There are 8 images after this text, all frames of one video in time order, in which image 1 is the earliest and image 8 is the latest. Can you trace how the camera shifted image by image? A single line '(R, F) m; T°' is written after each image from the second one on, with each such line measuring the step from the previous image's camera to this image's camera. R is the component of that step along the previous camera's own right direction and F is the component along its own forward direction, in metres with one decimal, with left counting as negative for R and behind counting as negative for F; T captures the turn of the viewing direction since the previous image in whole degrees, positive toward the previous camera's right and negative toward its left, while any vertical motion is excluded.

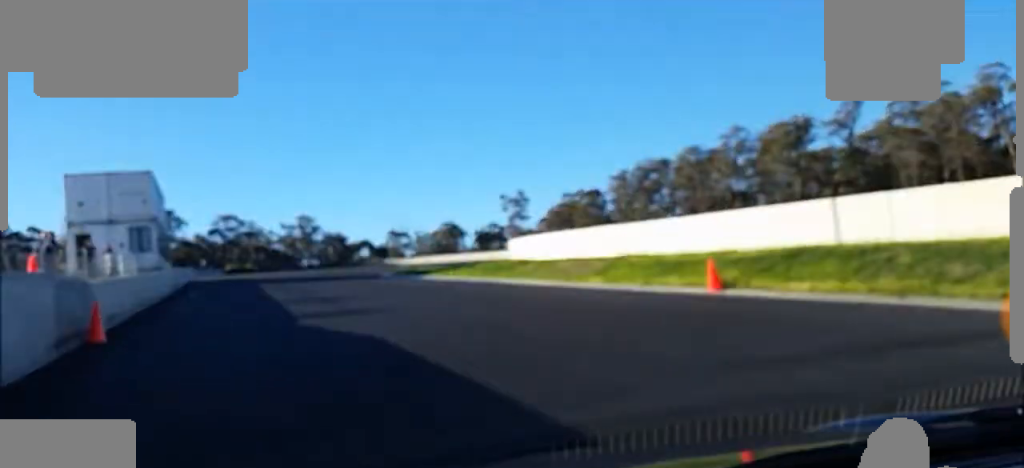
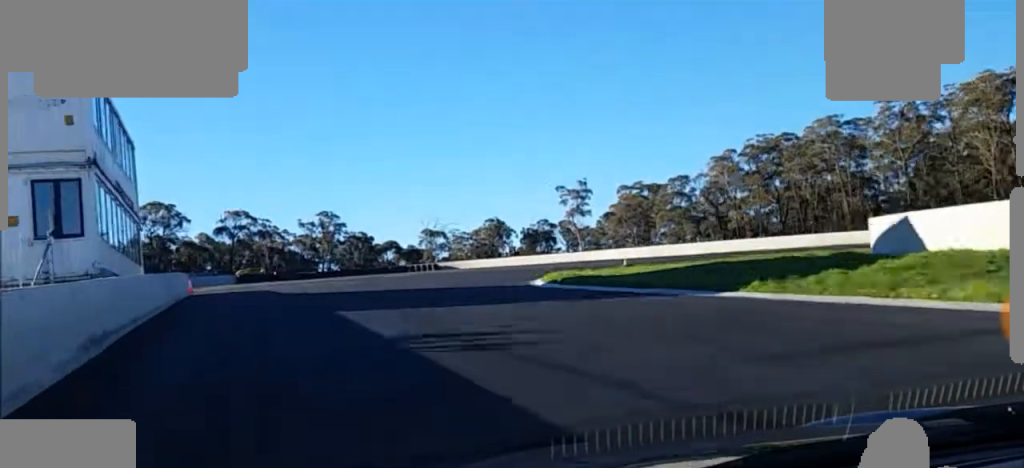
(-0.2, +30.8) m; +2°
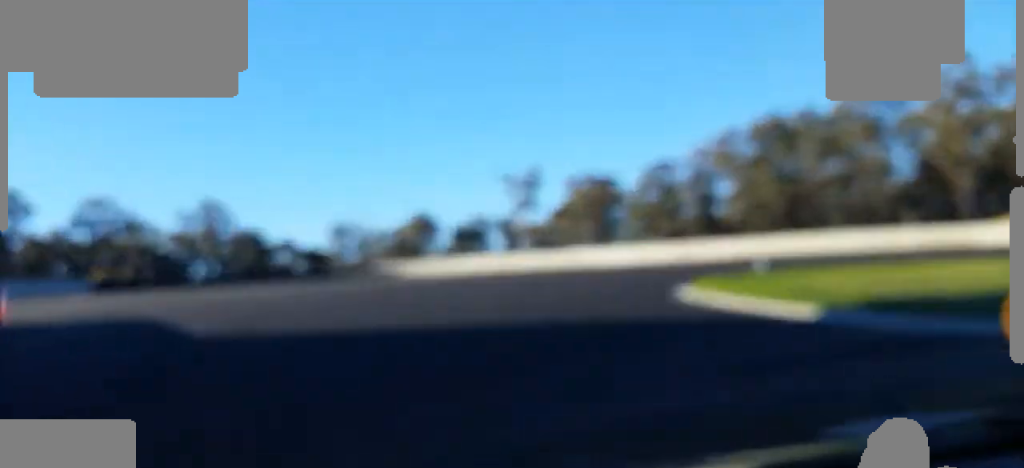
(+0.3, +21.3) m; +8°
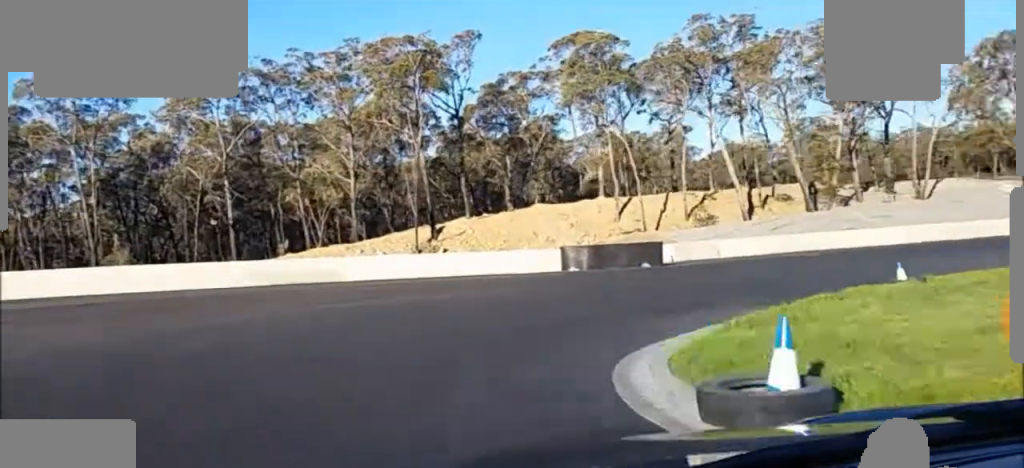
(+9.5, +32.4) m; +59°
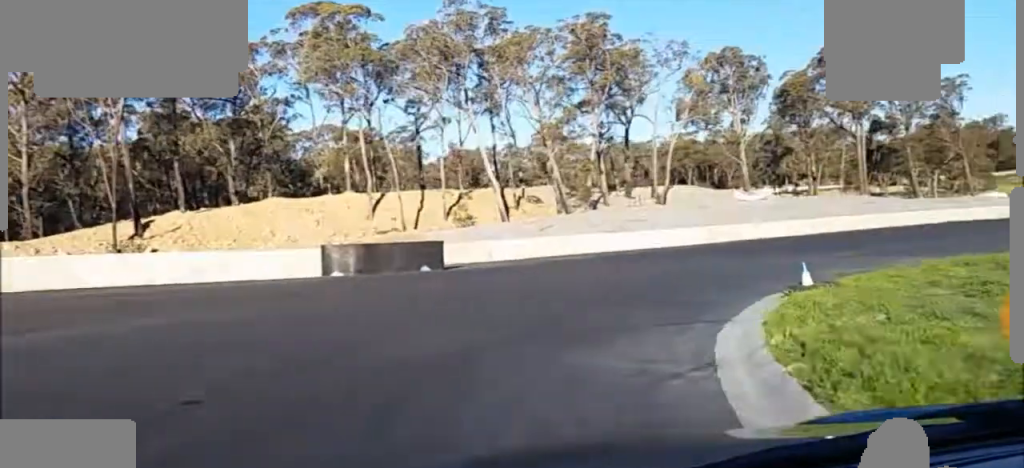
(+4.0, +7.7) m; +24°
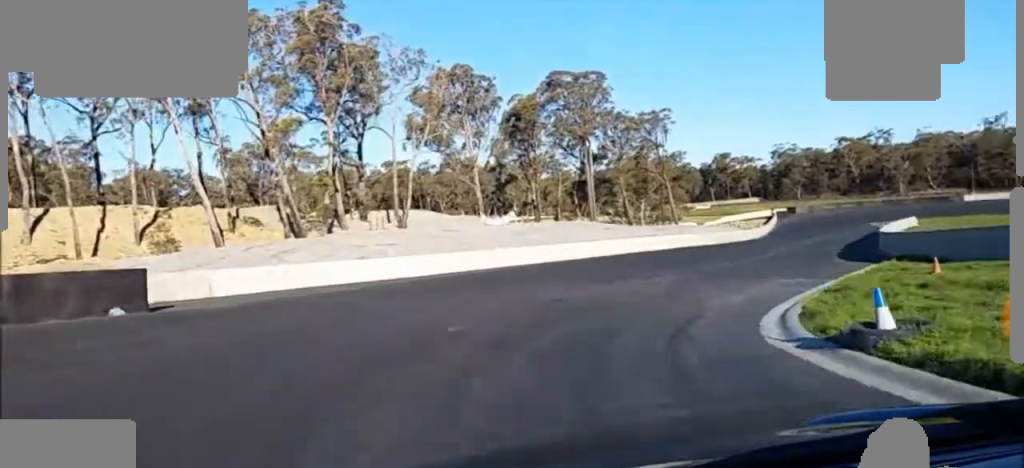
(+1.9, +9.0) m; +21°
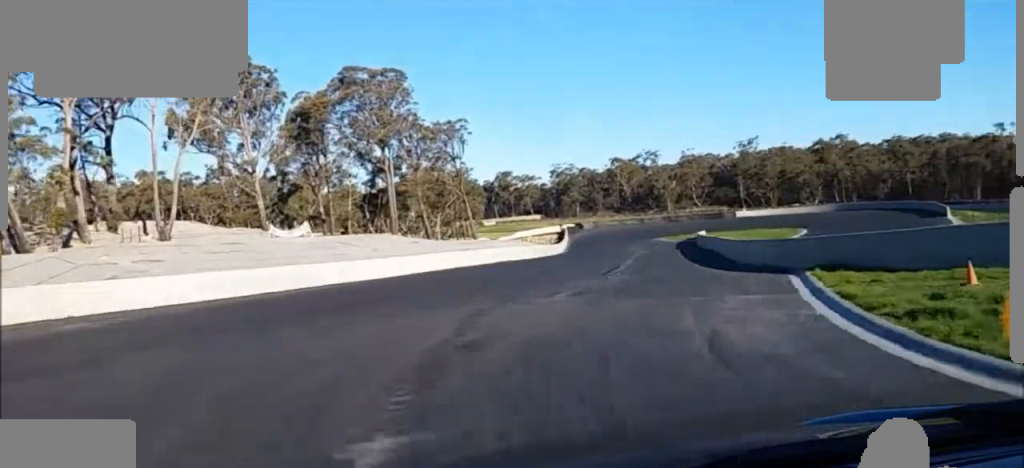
(+1.8, +9.8) m; +10°
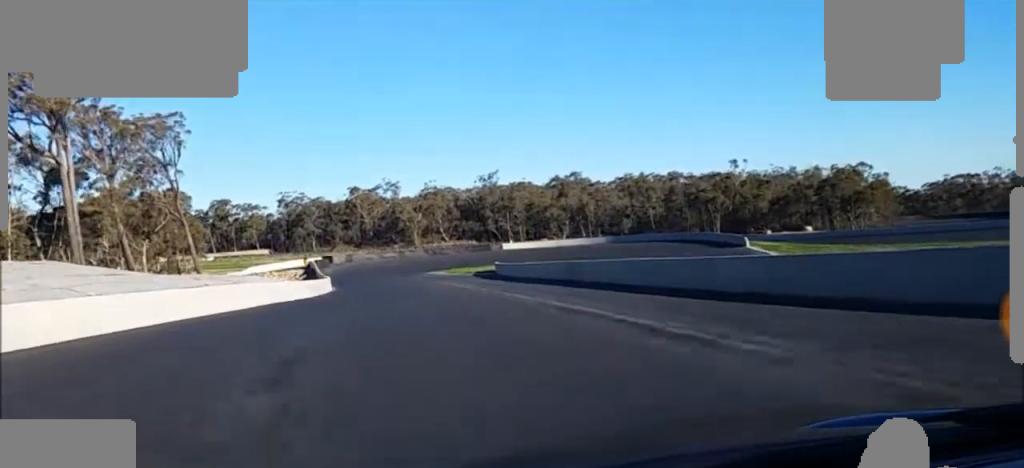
(+3.8, +24.7) m; +15°
